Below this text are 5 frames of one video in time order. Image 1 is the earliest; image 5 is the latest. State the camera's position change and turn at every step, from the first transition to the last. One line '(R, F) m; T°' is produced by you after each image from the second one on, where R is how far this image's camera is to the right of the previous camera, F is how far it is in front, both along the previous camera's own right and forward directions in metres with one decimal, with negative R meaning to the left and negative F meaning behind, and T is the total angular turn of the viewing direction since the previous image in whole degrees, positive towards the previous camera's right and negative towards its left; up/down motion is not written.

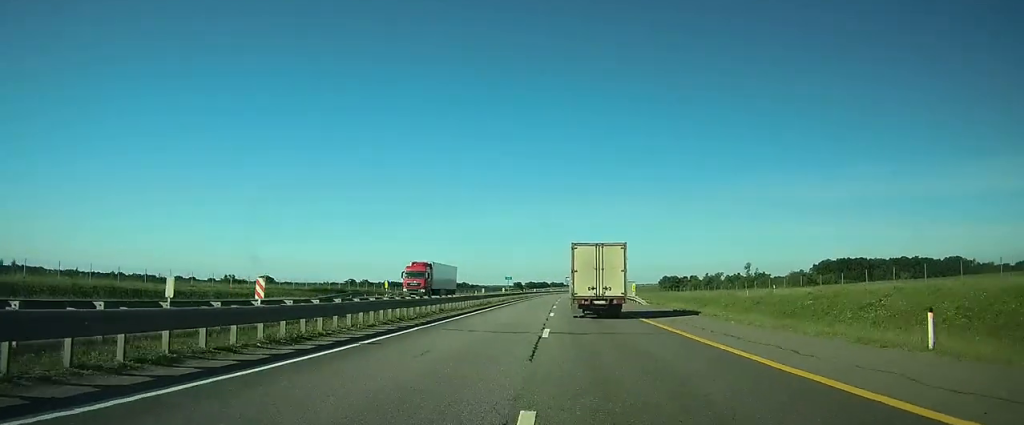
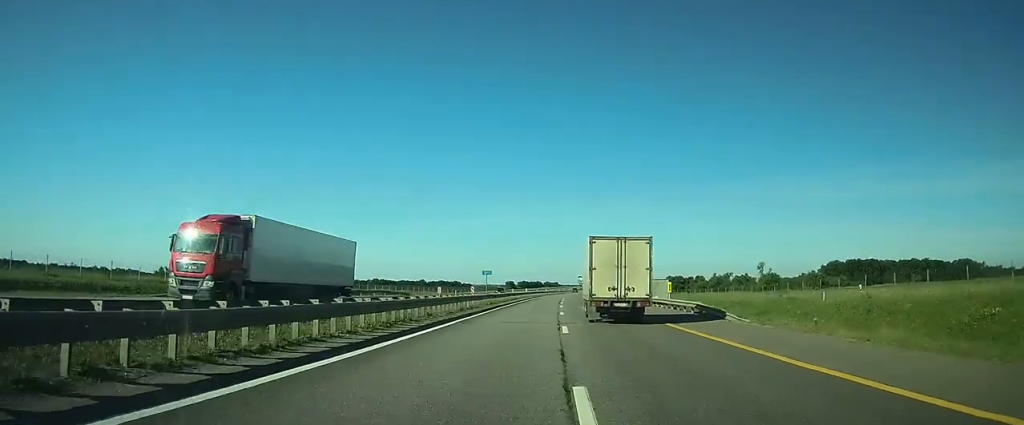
(0.0, +22.2) m; 0°
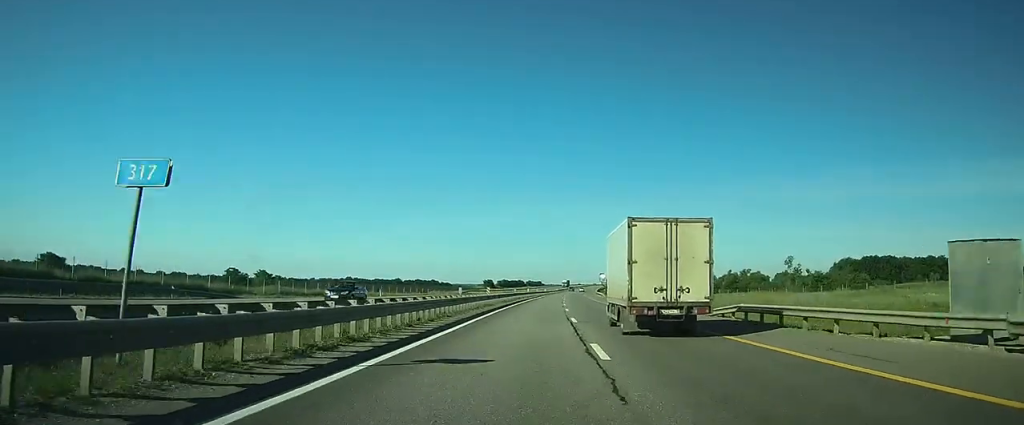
(+0.2, +41.8) m; +1°
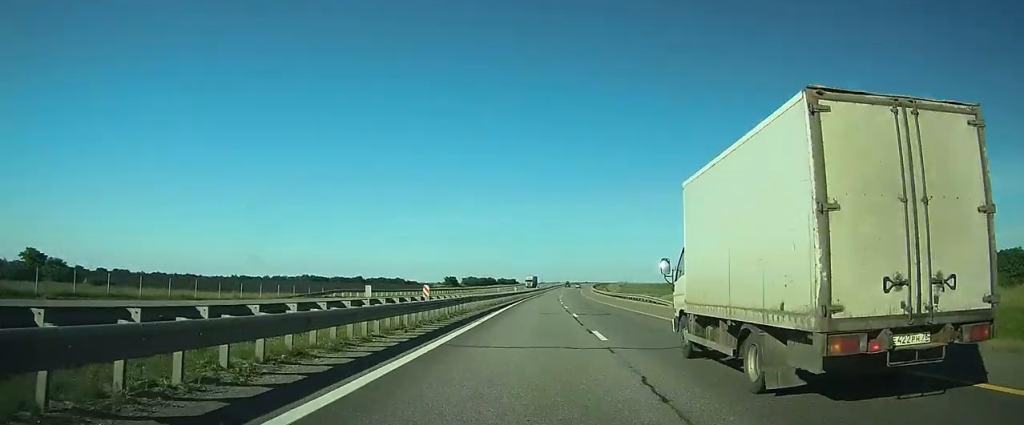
(+1.9, +68.0) m; +3°
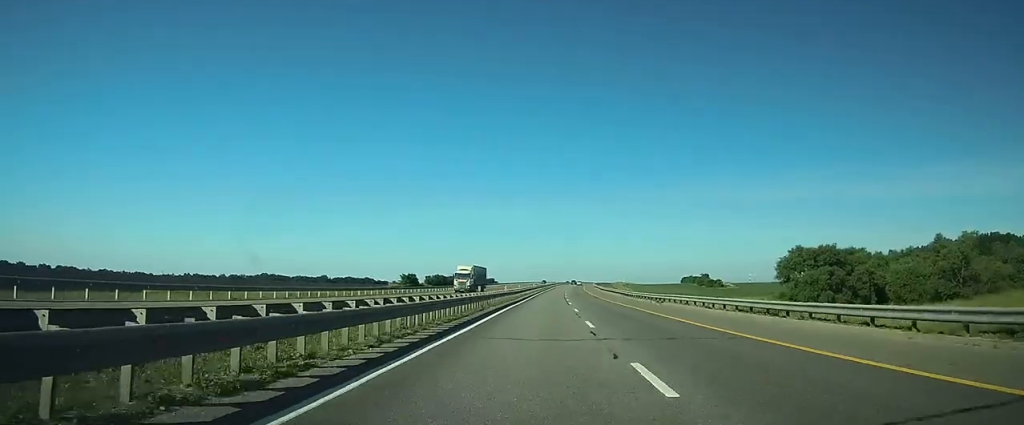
(+1.4, +67.7) m; +2°
